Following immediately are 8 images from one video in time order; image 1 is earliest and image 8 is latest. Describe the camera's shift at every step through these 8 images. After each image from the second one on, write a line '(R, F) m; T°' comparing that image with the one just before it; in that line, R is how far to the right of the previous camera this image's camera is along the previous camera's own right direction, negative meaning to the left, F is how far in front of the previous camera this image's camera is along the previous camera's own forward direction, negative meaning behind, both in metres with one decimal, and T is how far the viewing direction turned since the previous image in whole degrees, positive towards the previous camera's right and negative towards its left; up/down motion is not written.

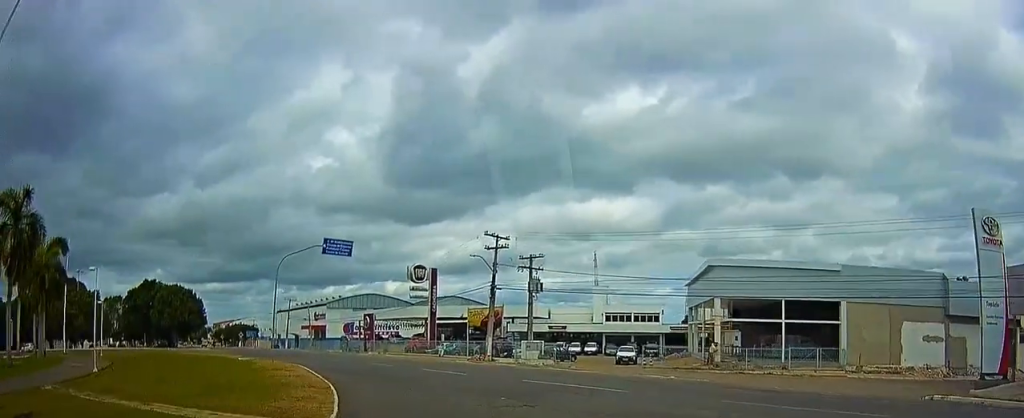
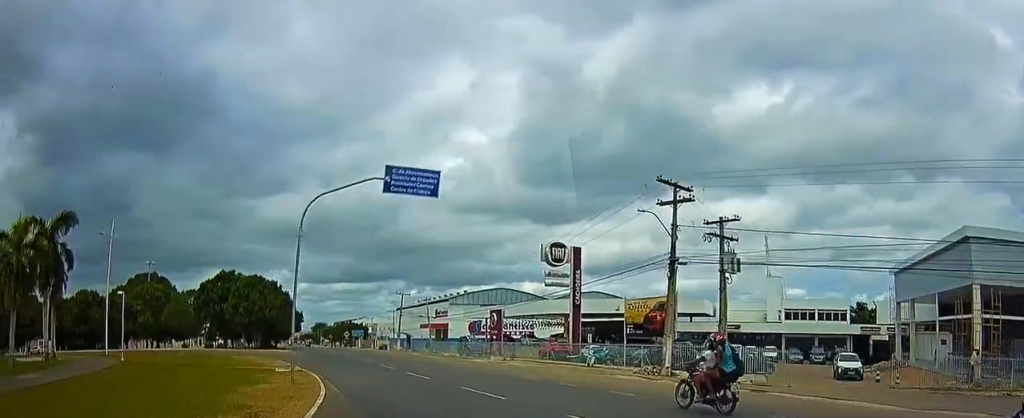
(-1.8, +15.0) m; -15°
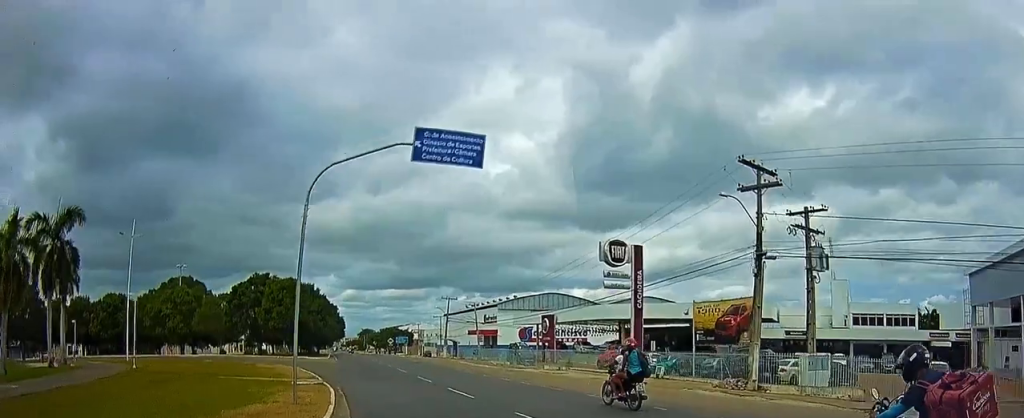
(-0.1, +4.4) m; -3°
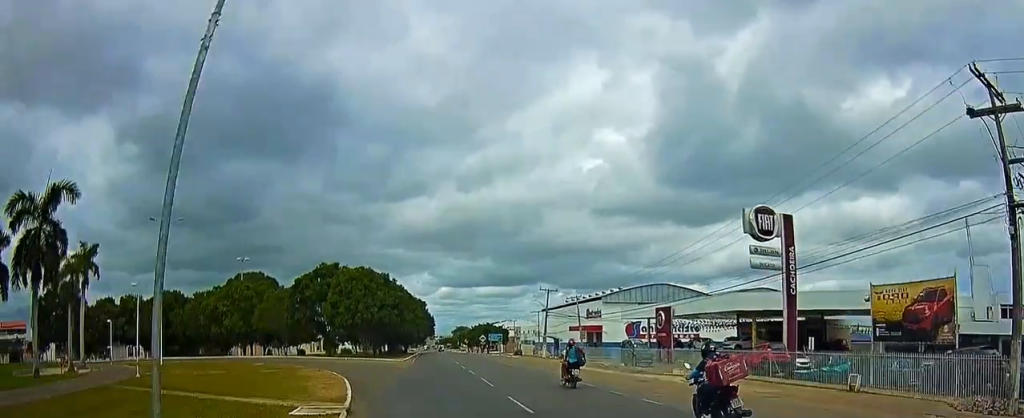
(-0.2, +10.1) m; -5°
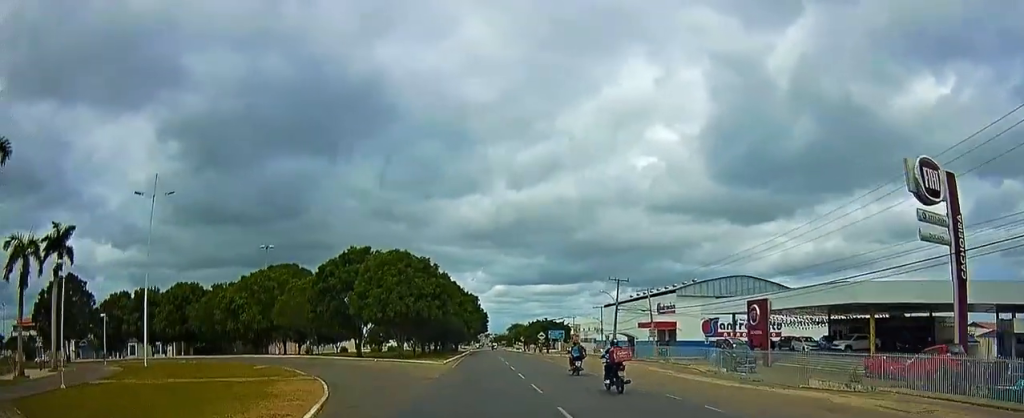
(-0.7, +10.3) m; -9°
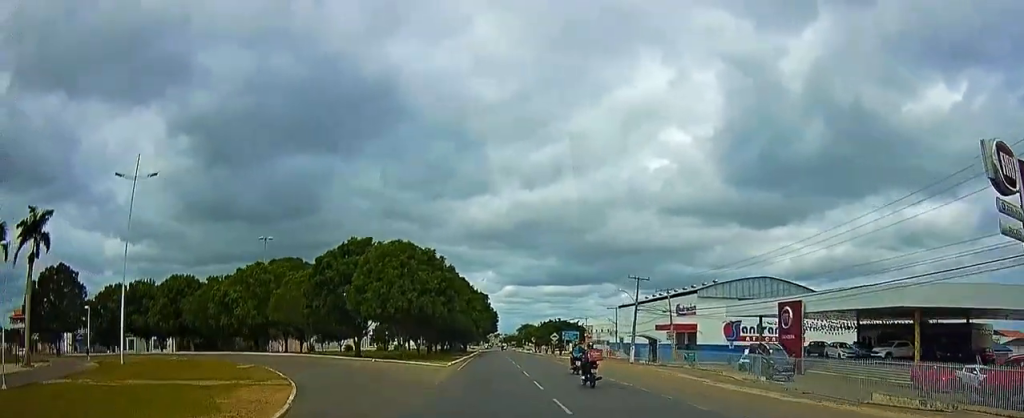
(0.0, +4.1) m; -4°
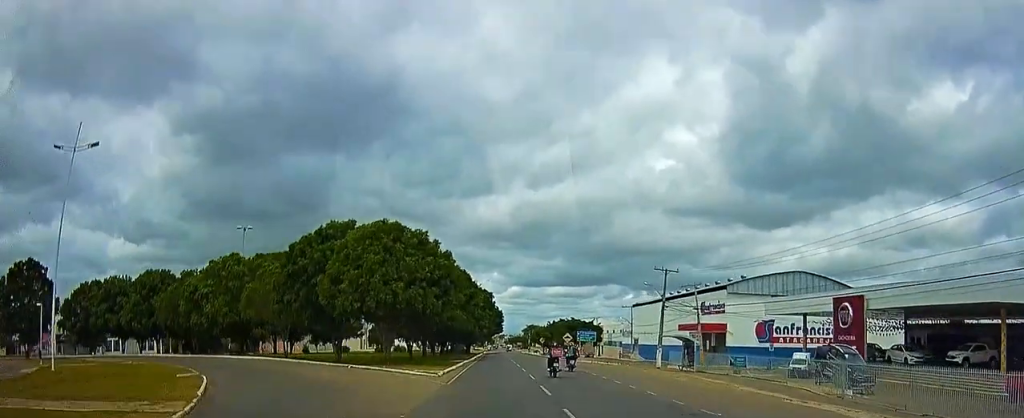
(-0.6, +7.9) m; -6°
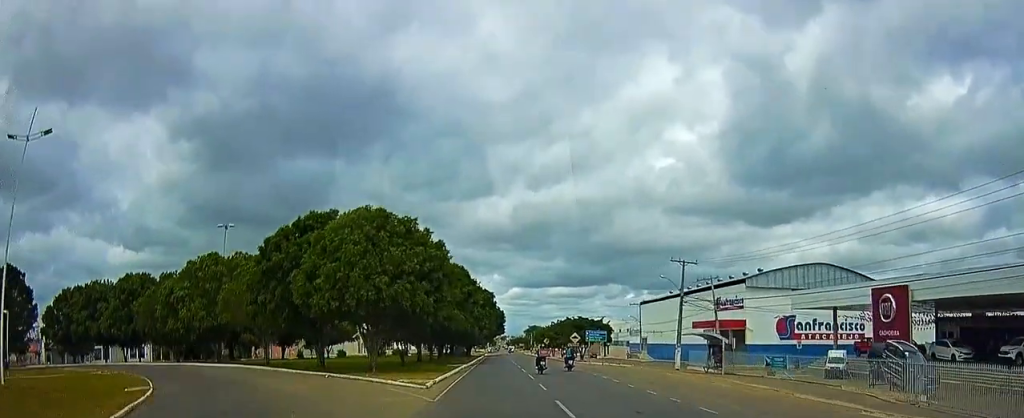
(-0.1, +4.7) m; -2°
